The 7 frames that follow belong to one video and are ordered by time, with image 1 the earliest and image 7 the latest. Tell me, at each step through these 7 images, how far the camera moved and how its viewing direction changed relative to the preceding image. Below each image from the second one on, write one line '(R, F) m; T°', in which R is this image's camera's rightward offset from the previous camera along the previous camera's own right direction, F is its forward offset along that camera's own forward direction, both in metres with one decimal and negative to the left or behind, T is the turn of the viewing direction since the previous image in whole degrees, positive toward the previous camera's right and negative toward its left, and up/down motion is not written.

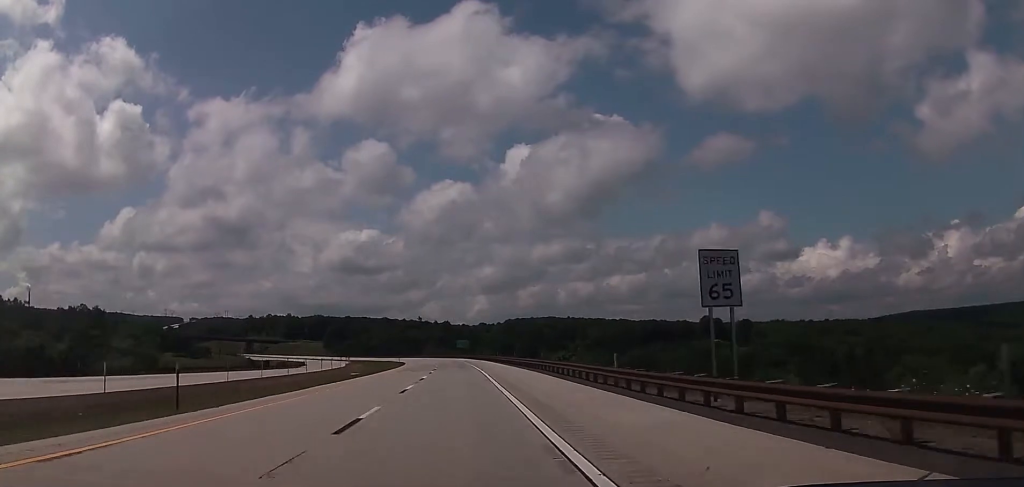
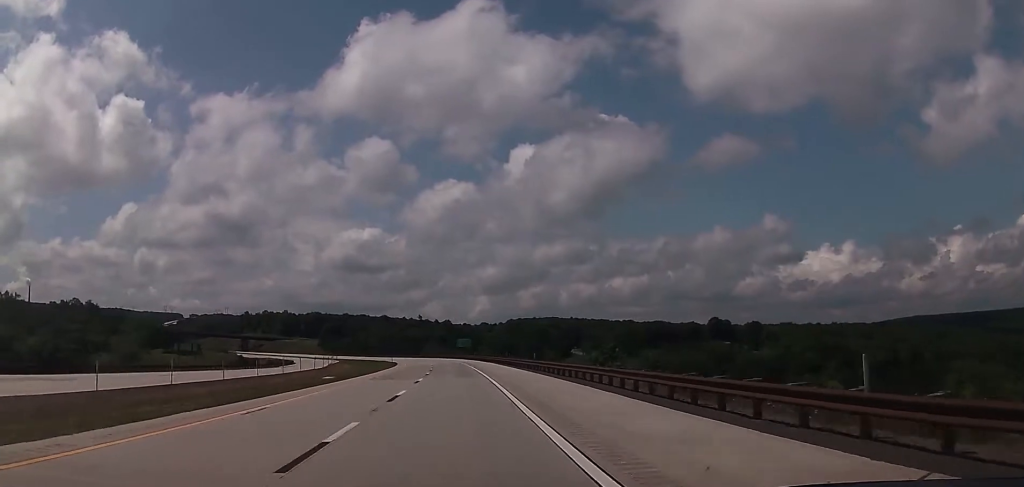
(+0.2, +16.0) m; 0°
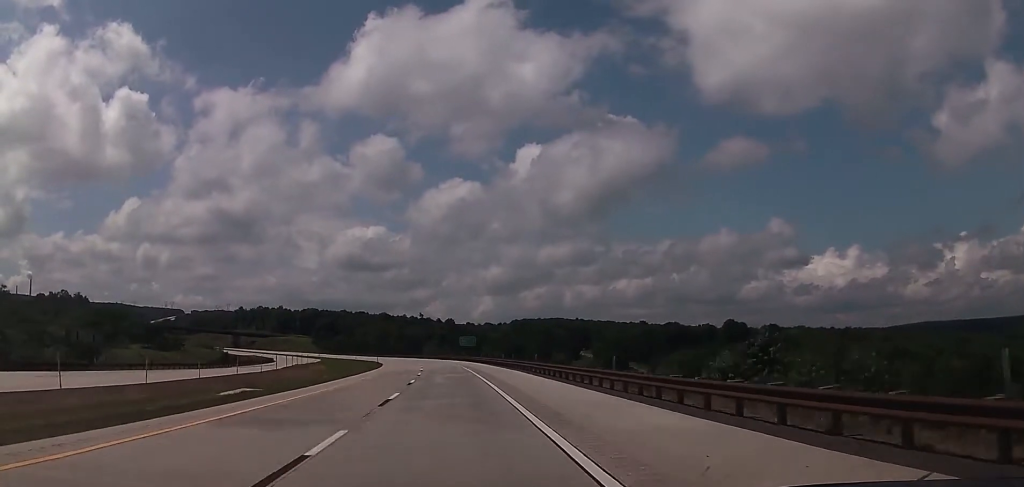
(-0.2, +25.8) m; -1°
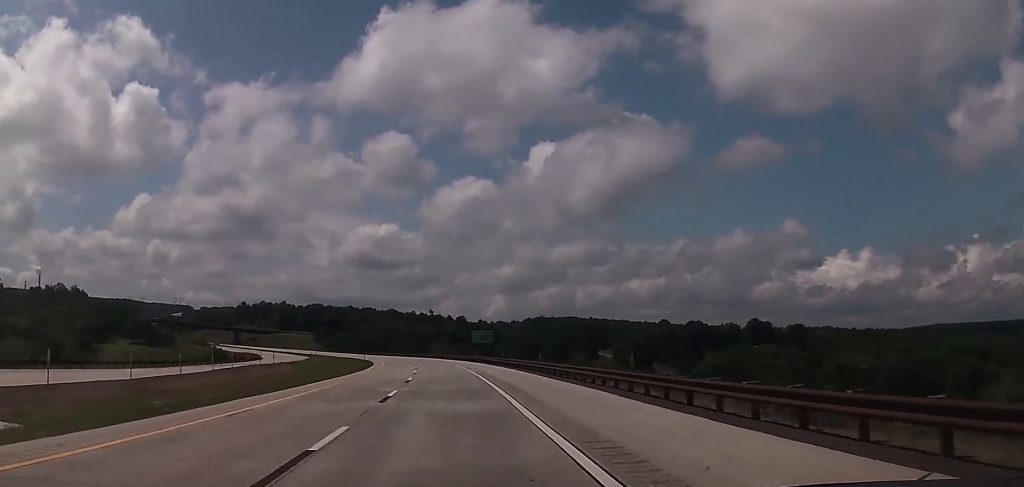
(-0.2, +23.6) m; -1°
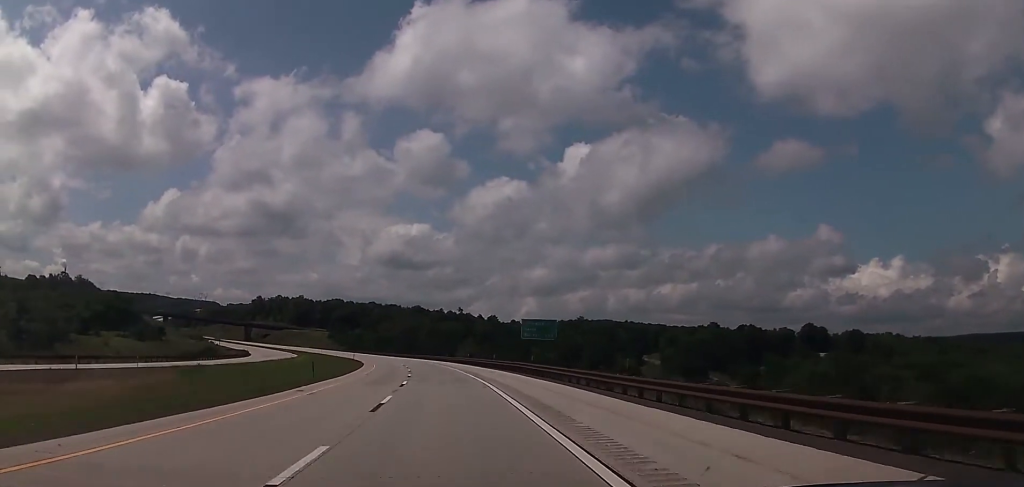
(-0.8, +38.7) m; -3°
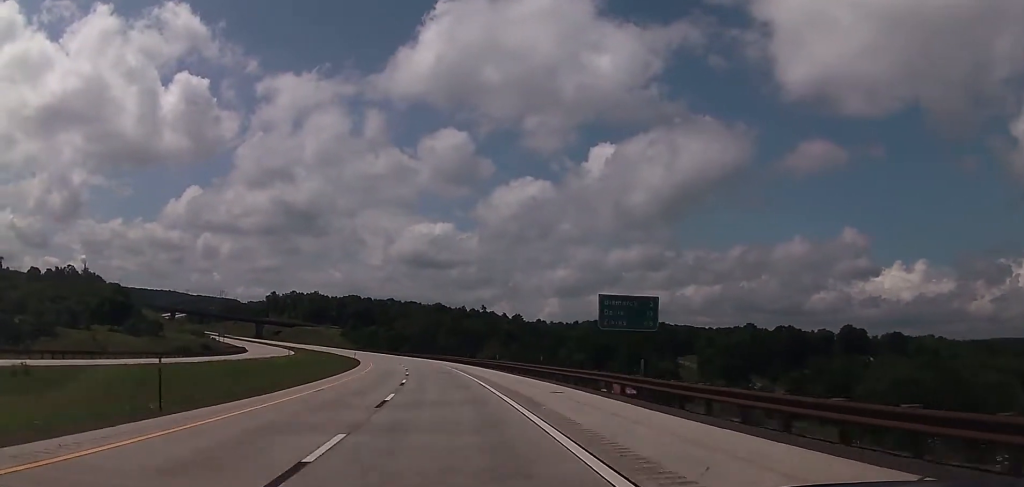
(-0.3, +22.8) m; -1°
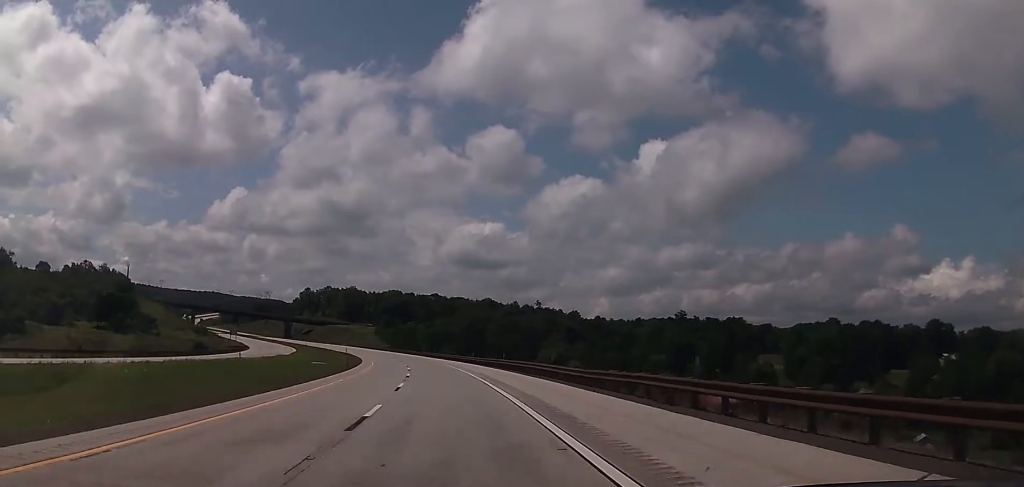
(-0.9, +42.5) m; -3°
